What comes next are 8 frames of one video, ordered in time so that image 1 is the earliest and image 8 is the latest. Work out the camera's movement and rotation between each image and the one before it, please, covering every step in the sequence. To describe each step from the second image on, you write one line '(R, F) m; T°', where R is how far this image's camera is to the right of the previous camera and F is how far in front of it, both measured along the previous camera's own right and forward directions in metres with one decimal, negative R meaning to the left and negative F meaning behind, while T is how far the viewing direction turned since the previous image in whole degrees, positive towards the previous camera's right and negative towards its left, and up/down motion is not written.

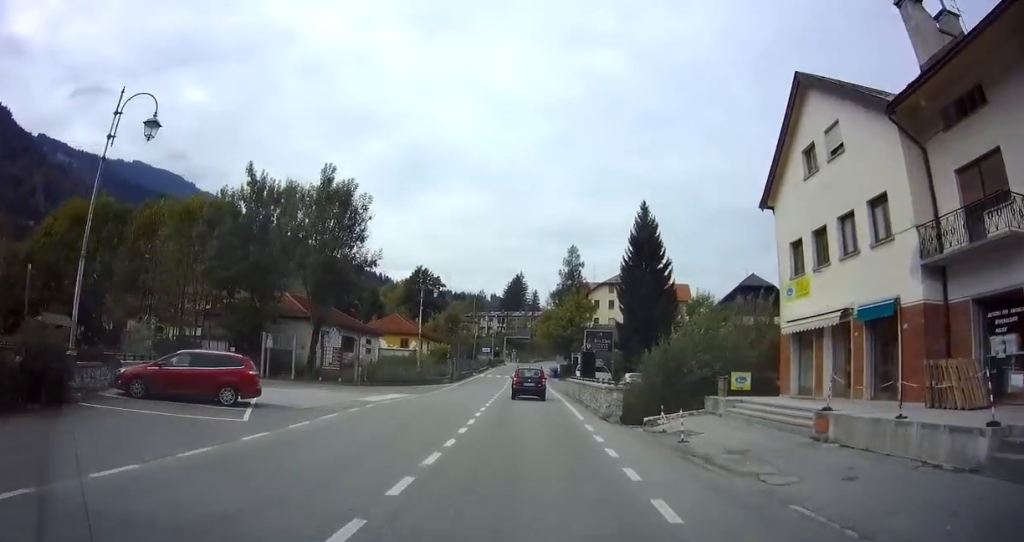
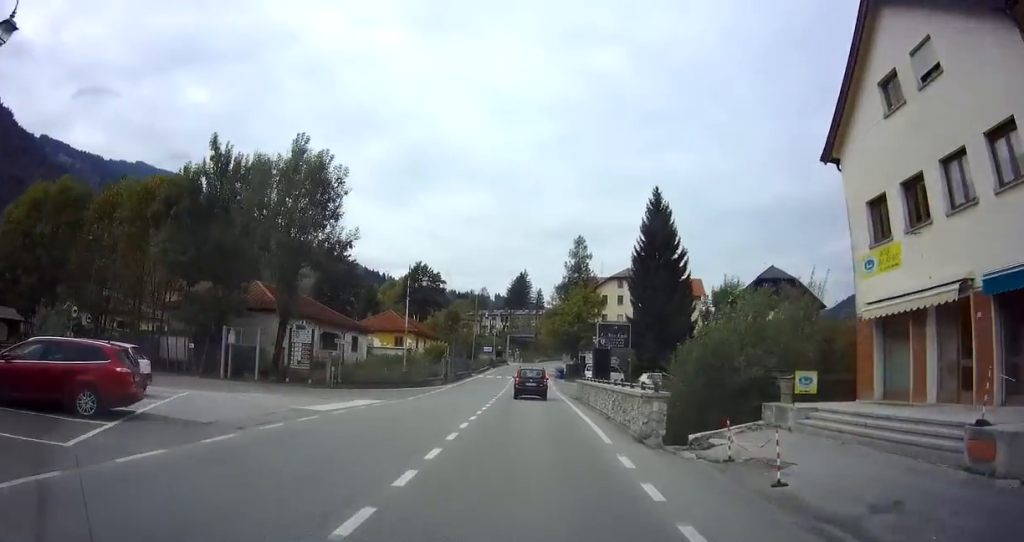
(0.0, +5.7) m; 0°
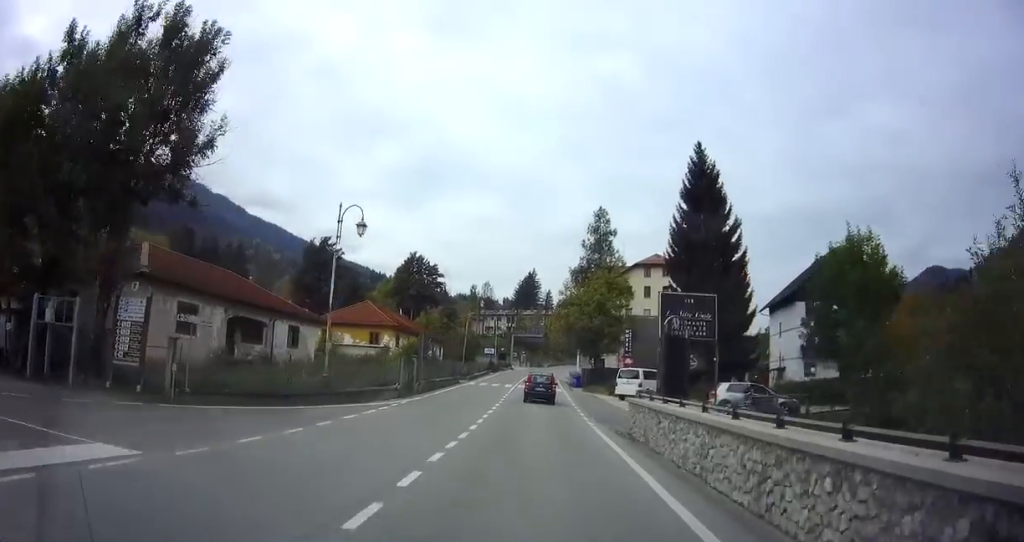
(-0.1, +15.2) m; -2°
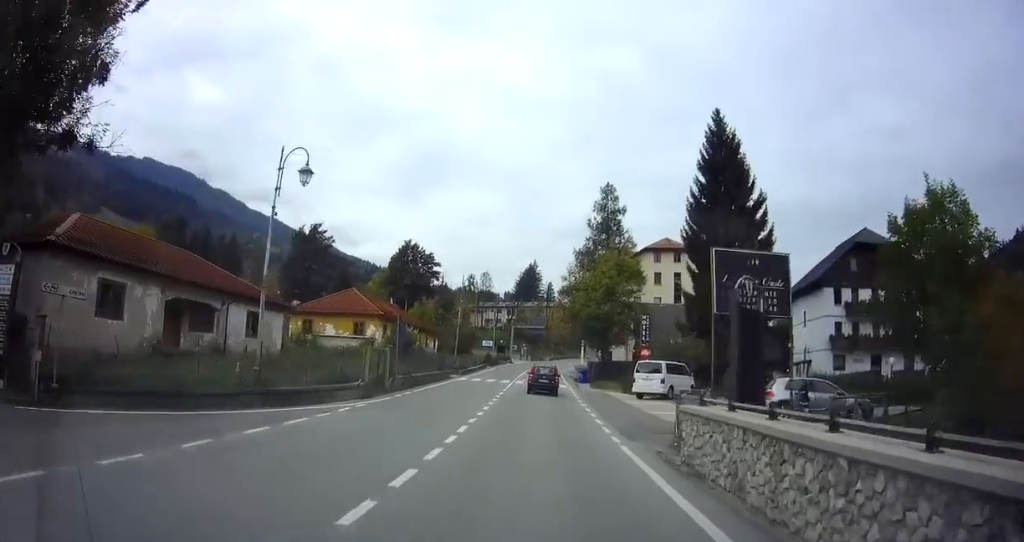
(-0.2, +5.8) m; 0°
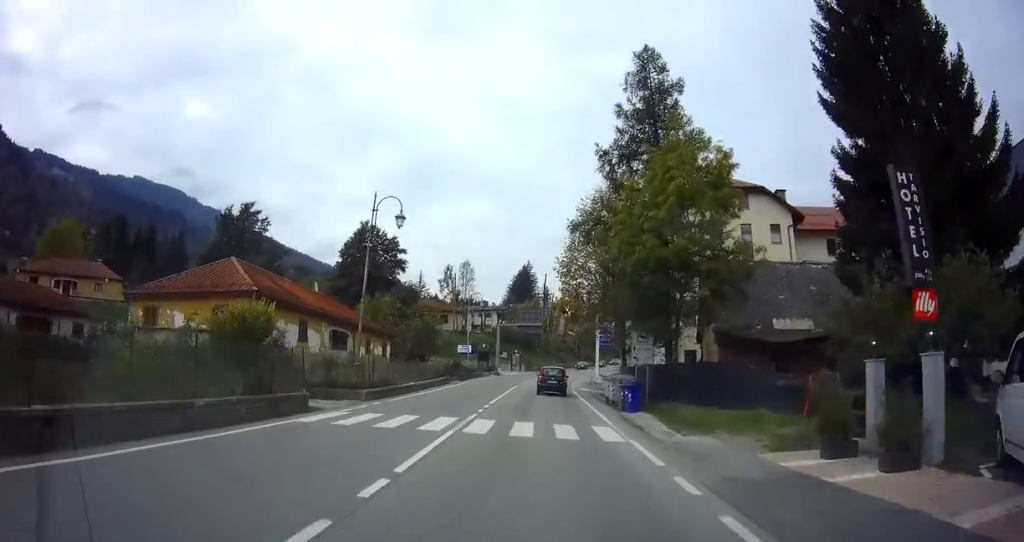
(+0.6, +24.9) m; +2°
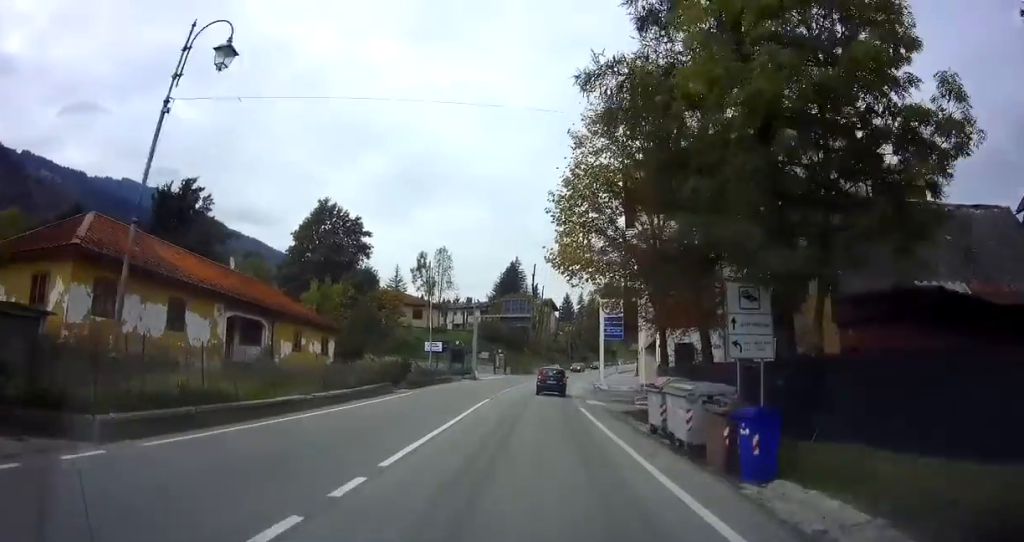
(0.0, +13.0) m; 0°
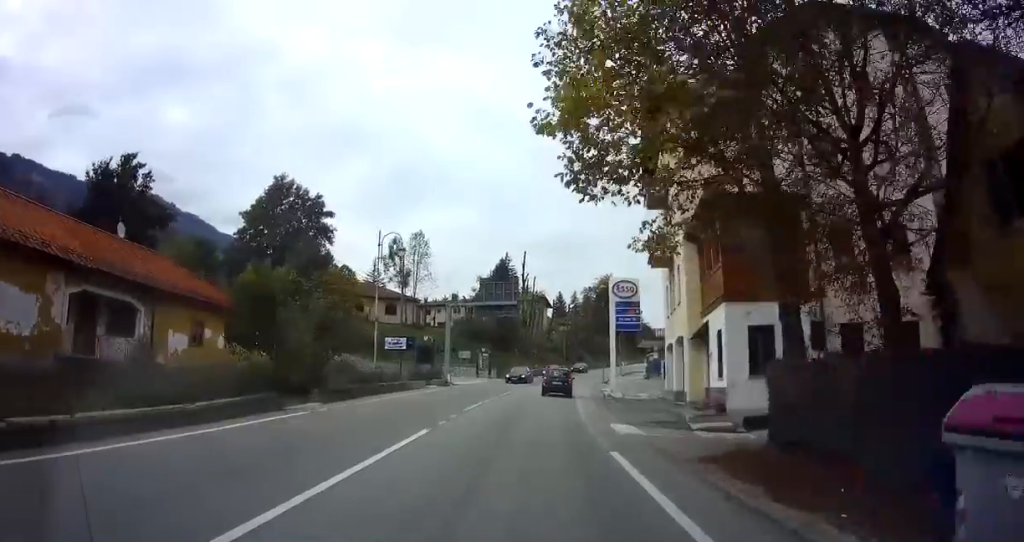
(0.0, +11.1) m; 0°
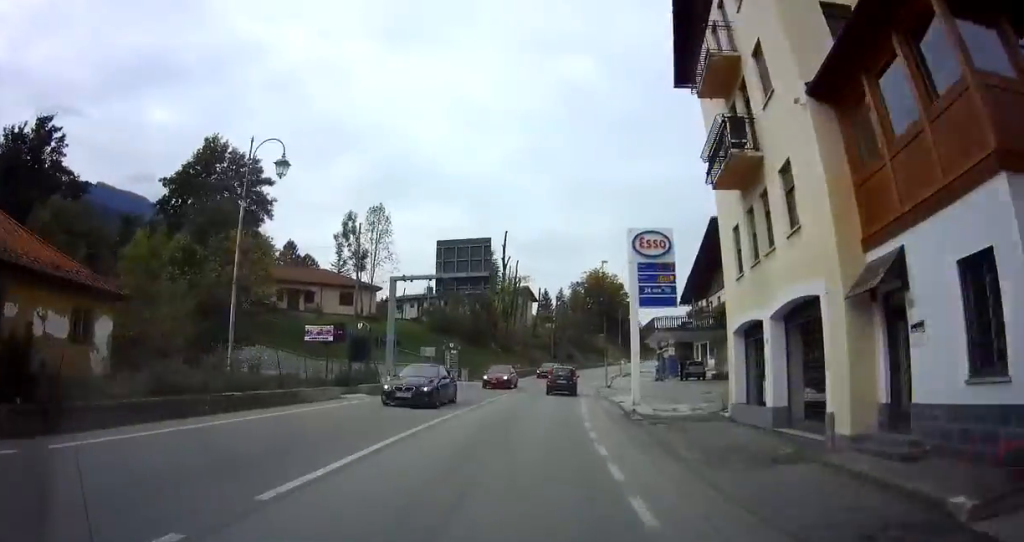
(0.0, +12.8) m; +3°
